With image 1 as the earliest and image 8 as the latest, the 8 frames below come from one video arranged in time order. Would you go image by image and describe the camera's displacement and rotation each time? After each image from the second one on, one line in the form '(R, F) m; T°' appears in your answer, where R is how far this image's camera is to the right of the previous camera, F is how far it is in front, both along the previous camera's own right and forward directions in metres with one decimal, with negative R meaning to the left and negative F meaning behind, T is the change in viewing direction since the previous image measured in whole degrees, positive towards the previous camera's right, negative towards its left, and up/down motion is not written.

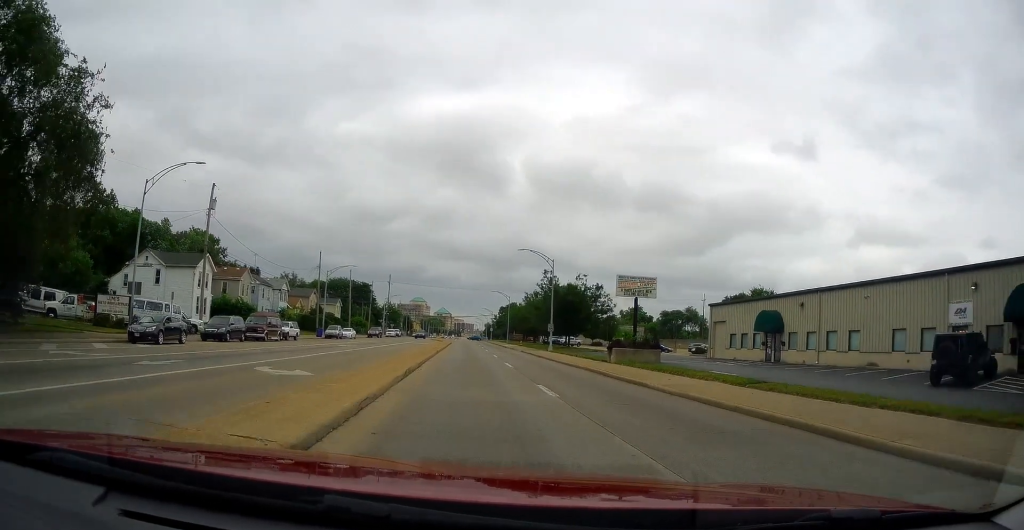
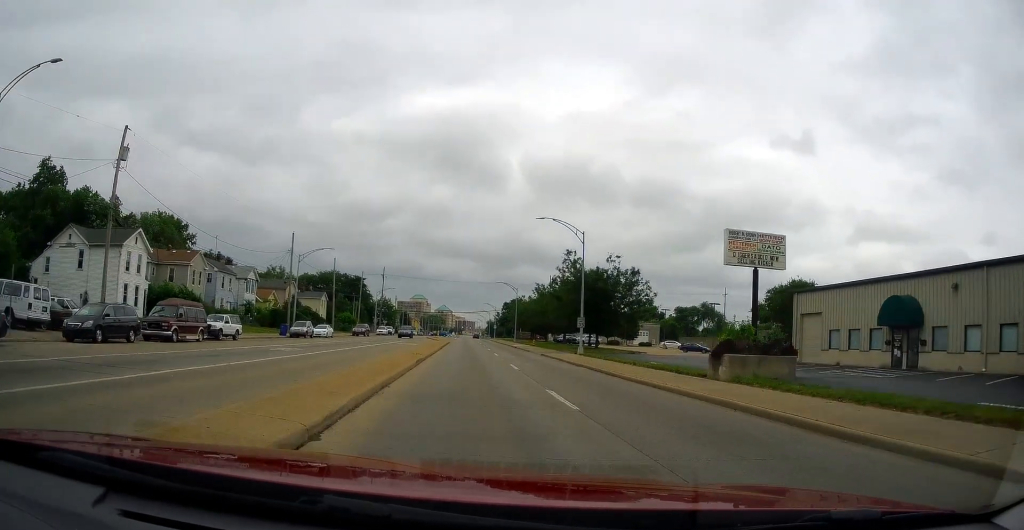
(-0.3, +13.8) m; -1°
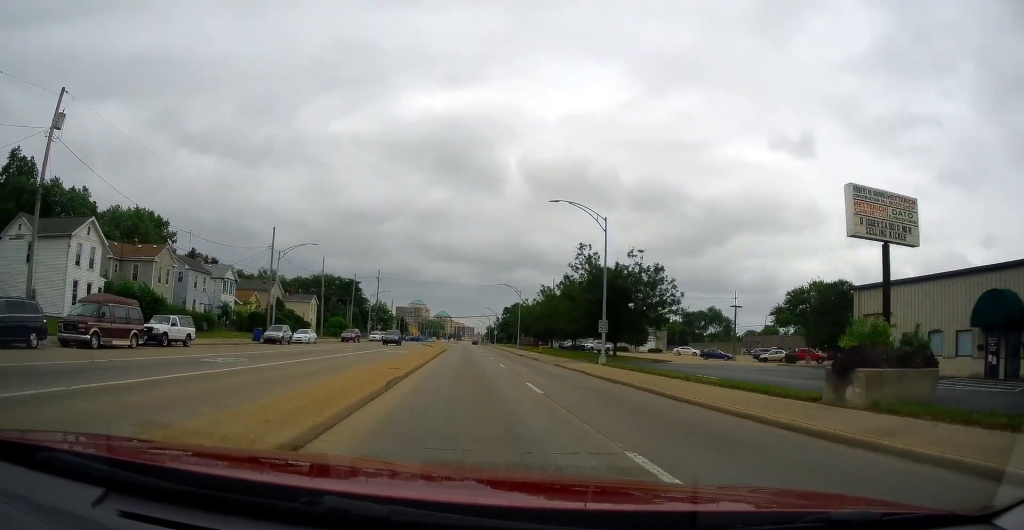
(+0.3, +7.0) m; -2°
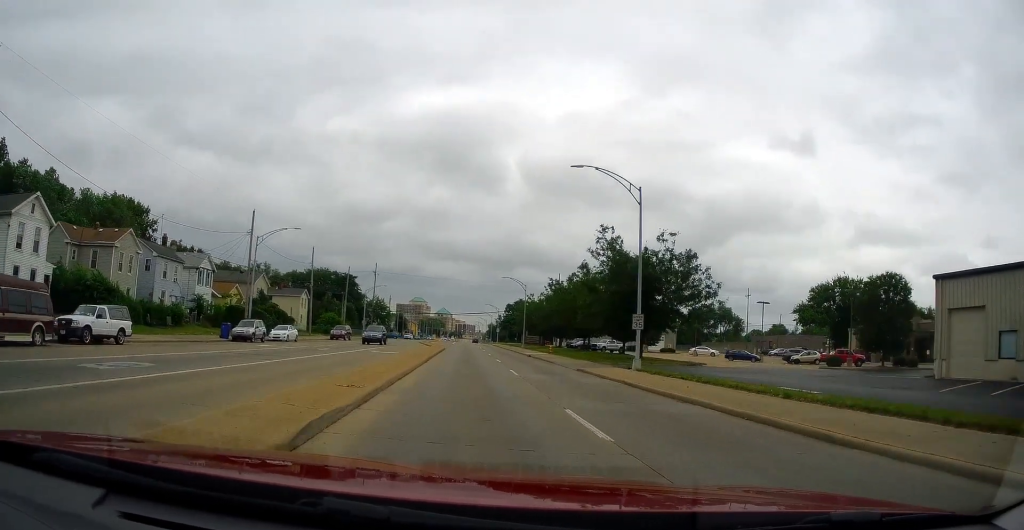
(-0.2, +7.0) m; -1°
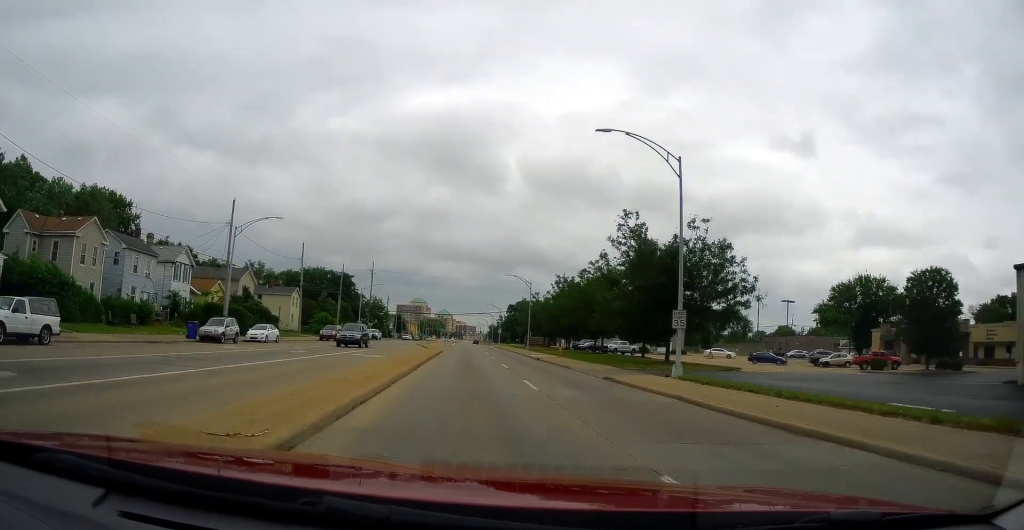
(-0.4, +5.5) m; 0°
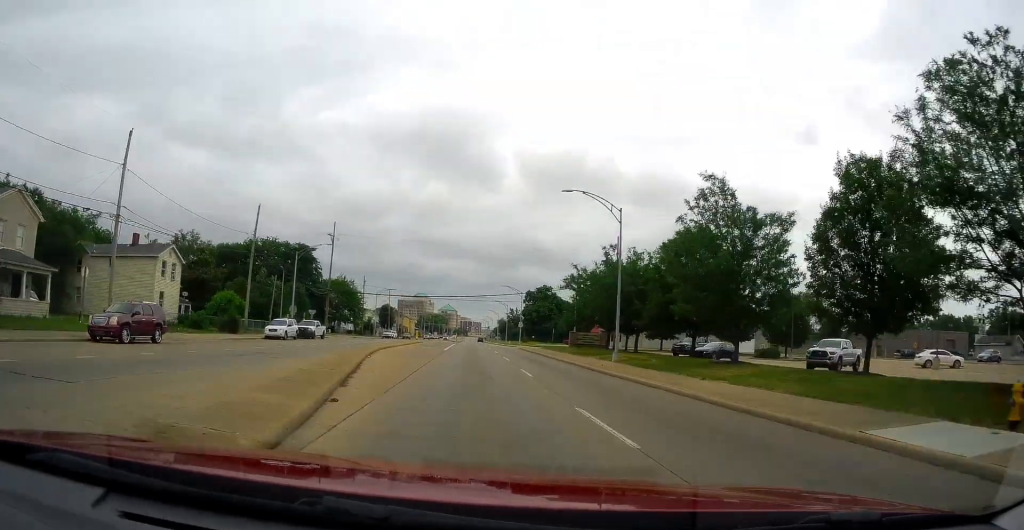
(-0.3, +43.6) m; -1°
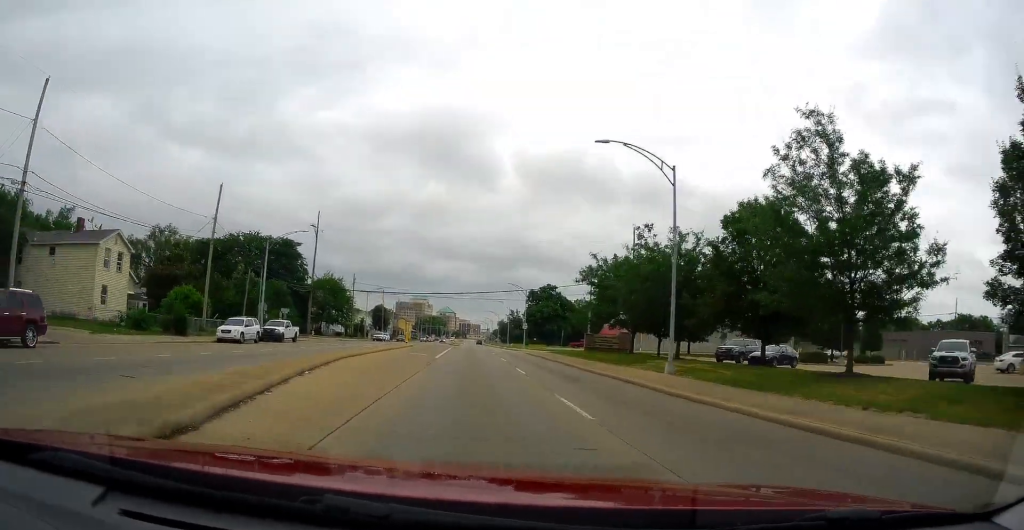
(+0.3, +9.4) m; +1°
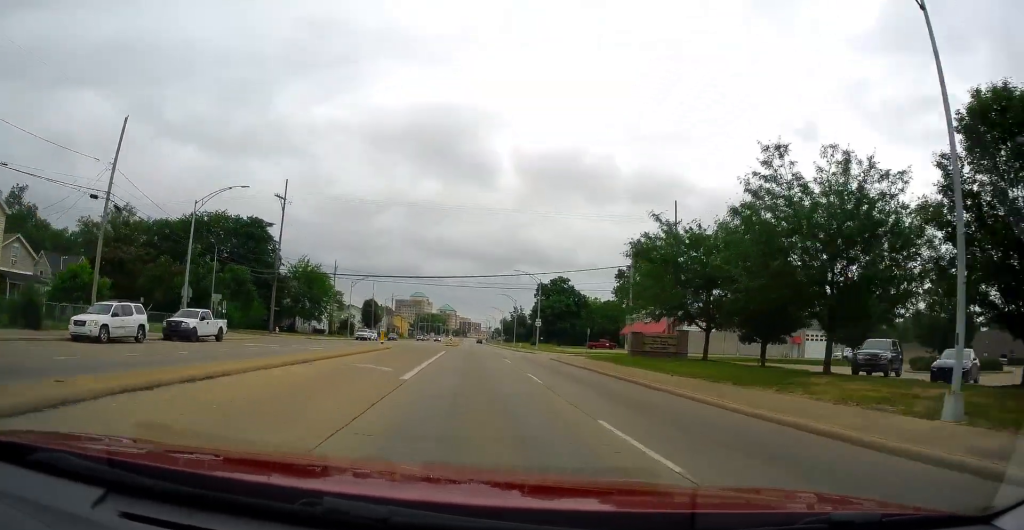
(+0.2, +15.6) m; +1°
